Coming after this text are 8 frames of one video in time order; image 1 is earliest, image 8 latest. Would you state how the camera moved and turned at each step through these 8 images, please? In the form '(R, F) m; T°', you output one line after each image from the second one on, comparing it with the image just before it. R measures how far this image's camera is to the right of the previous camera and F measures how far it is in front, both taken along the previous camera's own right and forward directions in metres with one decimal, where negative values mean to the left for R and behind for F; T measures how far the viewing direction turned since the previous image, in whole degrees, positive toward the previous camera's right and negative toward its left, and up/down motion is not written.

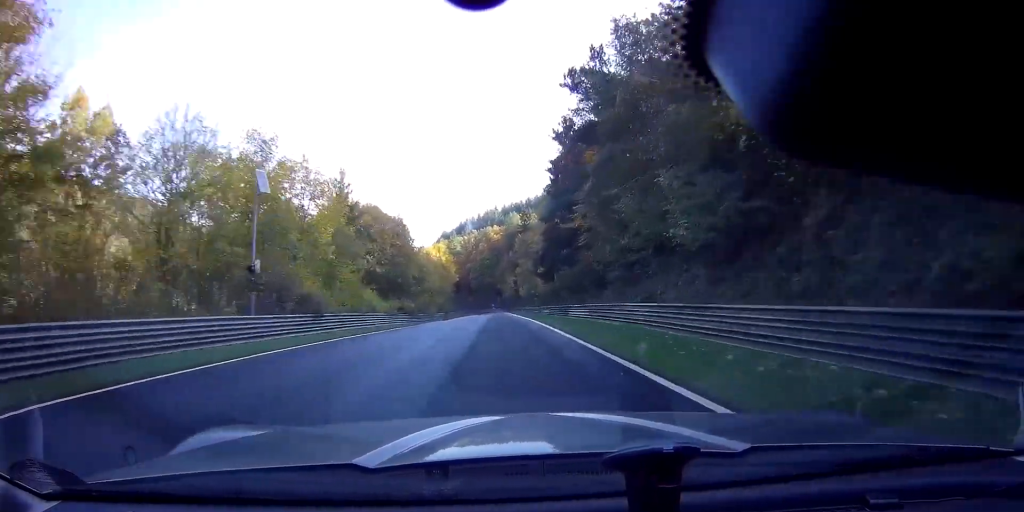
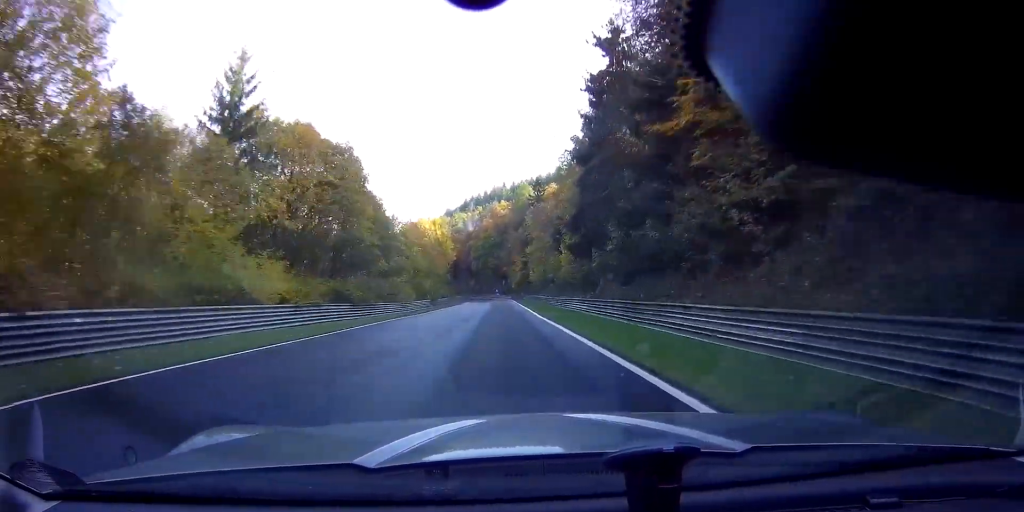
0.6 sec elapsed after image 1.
(-0.1, +22.6) m; -1°
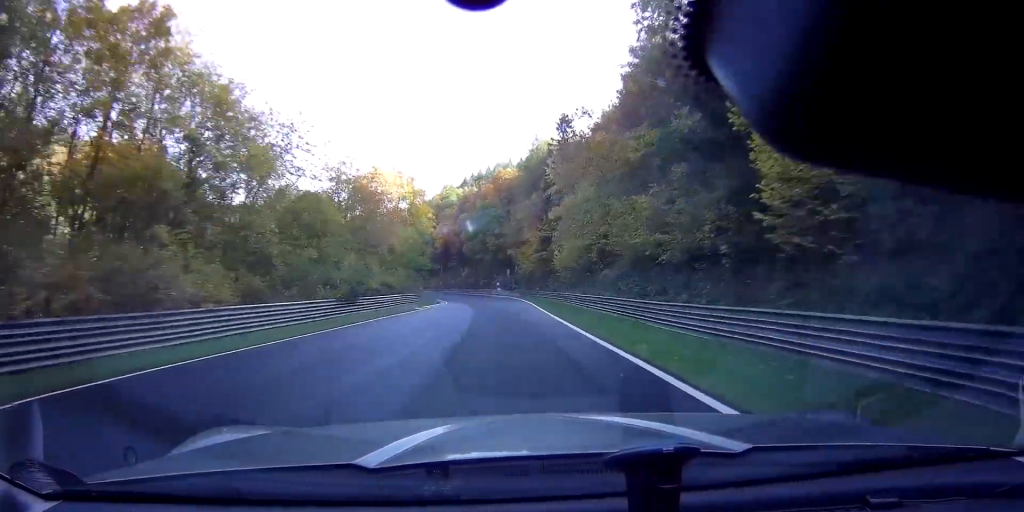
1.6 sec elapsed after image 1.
(-0.3, +41.5) m; -2°
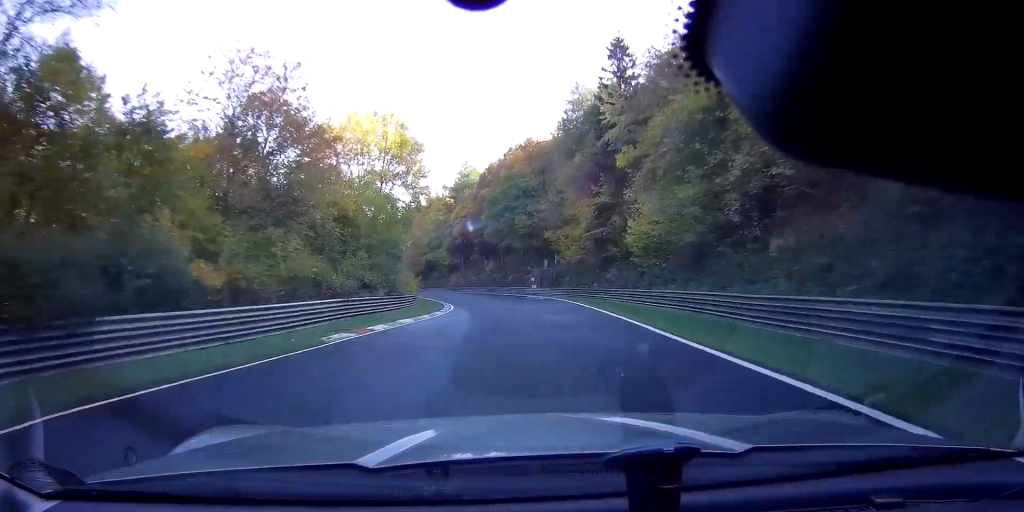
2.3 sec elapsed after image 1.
(+0.1, +23.9) m; -3°
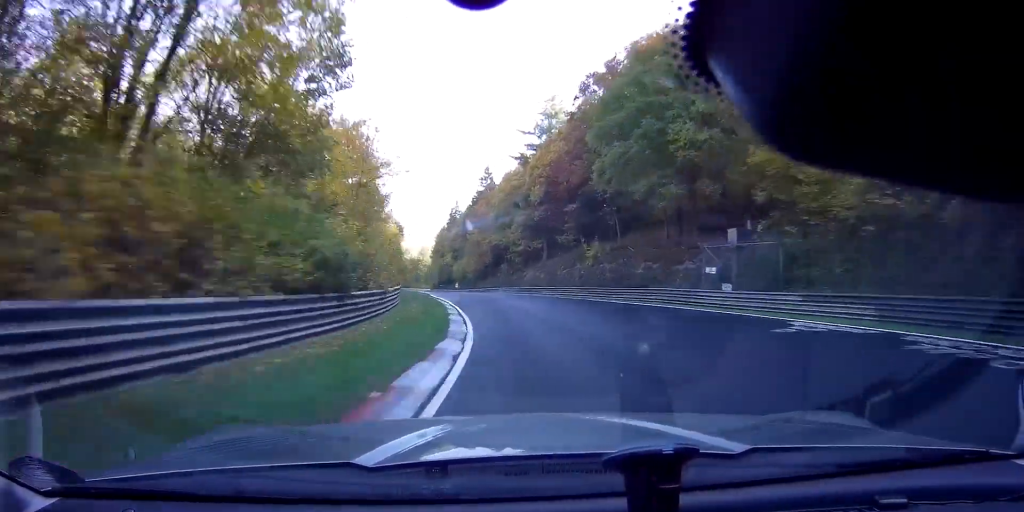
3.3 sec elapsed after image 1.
(-2.4, +39.7) m; -8°
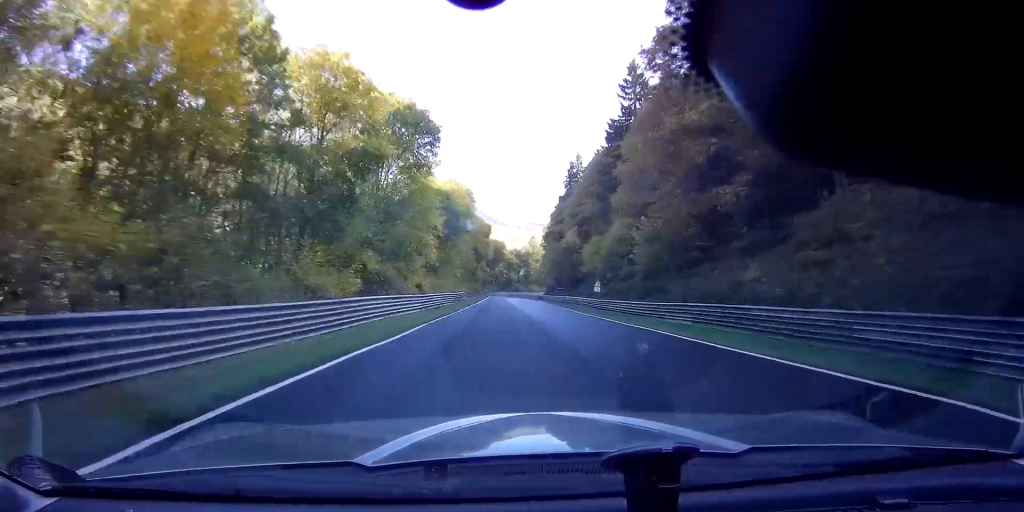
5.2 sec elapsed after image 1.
(-8.3, +71.3) m; -10°
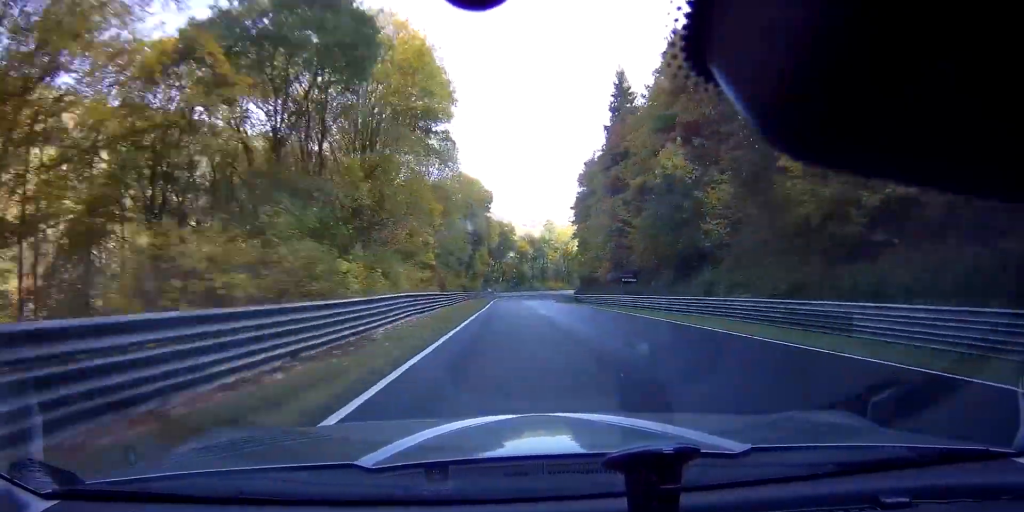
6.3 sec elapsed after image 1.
(-1.3, +44.7) m; -2°
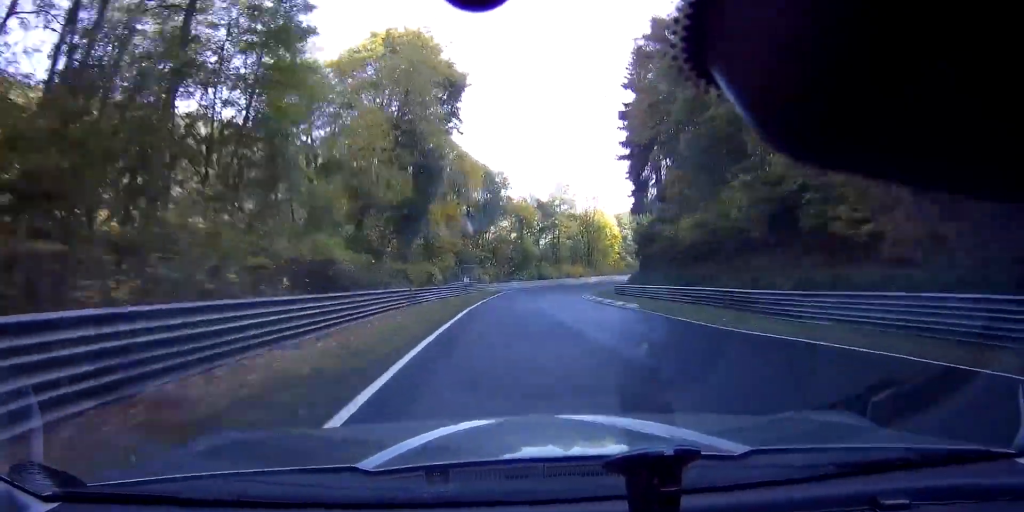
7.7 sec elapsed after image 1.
(+0.2, +47.3) m; +1°
